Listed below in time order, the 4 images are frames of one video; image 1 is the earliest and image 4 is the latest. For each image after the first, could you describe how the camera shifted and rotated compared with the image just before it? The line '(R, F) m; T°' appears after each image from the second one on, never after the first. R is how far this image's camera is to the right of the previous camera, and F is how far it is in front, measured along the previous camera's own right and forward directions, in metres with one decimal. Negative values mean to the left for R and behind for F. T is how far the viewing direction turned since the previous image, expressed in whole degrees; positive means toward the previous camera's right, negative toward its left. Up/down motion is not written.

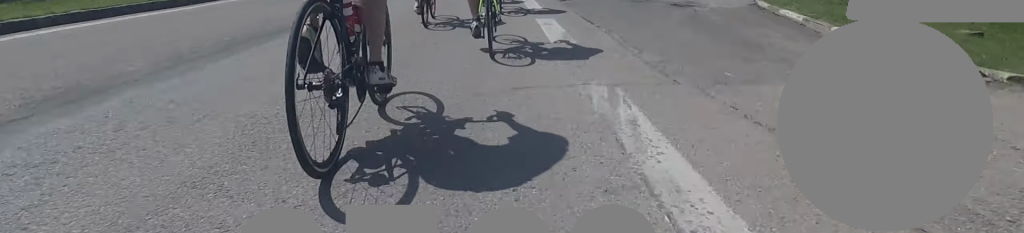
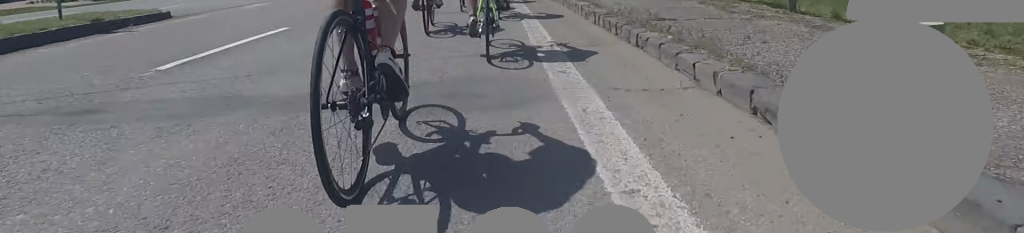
(-1.8, +42.7) m; -1°
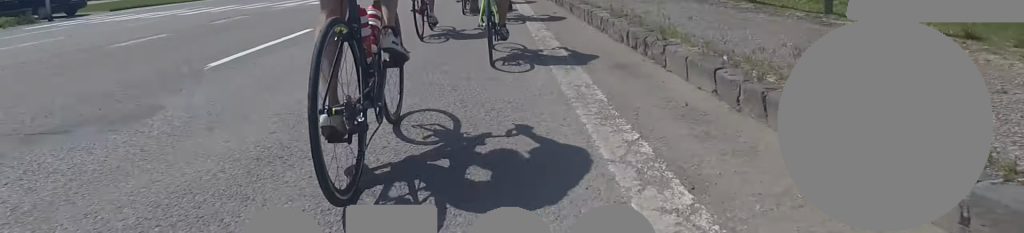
(+0.2, +8.4) m; -2°
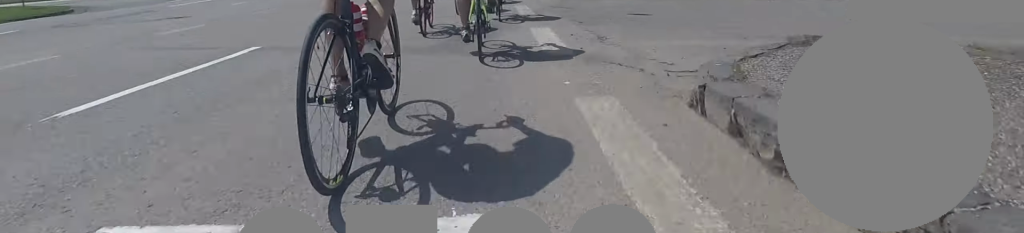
(-0.8, +16.9) m; 0°
